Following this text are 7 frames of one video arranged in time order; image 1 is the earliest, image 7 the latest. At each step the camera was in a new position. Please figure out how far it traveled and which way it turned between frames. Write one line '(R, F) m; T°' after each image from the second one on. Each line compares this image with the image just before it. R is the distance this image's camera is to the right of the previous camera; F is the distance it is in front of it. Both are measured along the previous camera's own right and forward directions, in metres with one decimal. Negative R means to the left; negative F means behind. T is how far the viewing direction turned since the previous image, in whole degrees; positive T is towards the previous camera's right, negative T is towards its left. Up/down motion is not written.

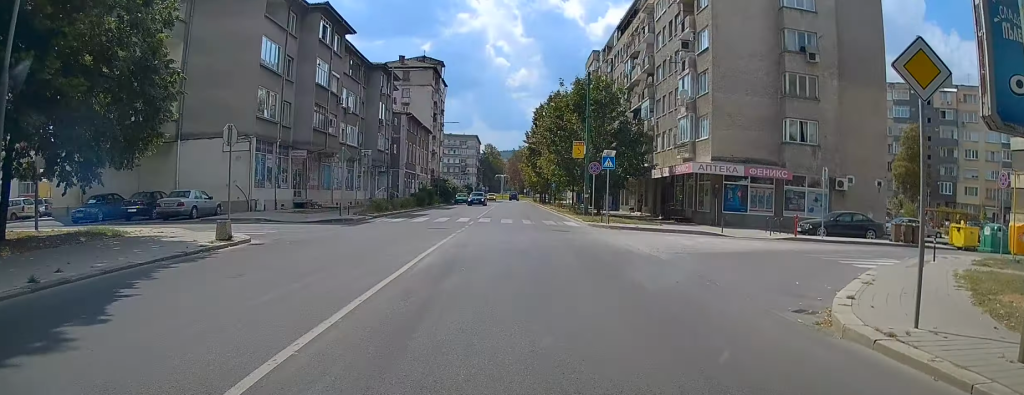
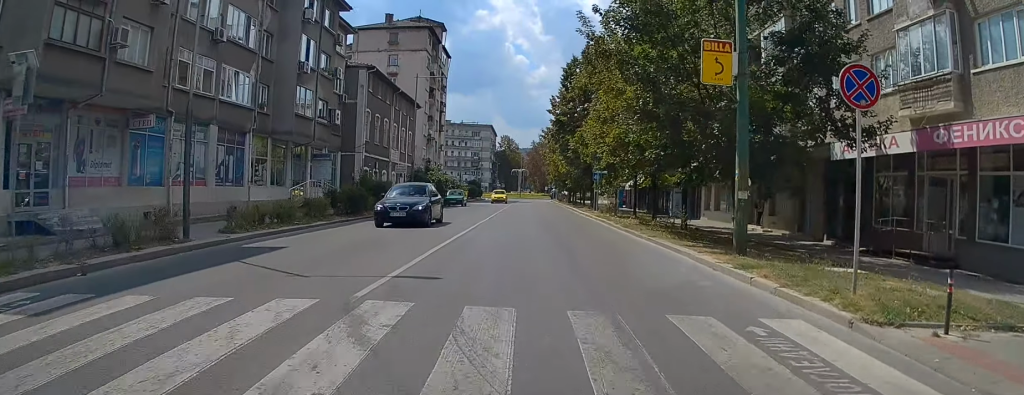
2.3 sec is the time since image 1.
(-1.3, +25.2) m; -3°
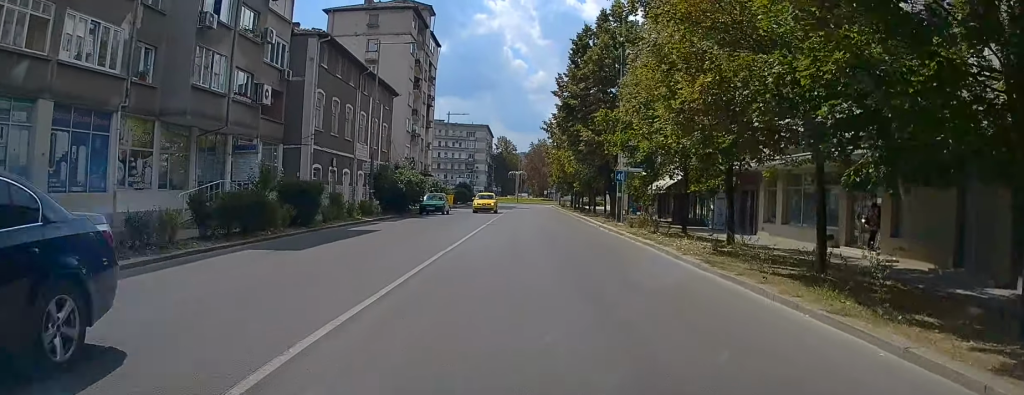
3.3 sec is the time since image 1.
(+0.1, +11.7) m; +1°
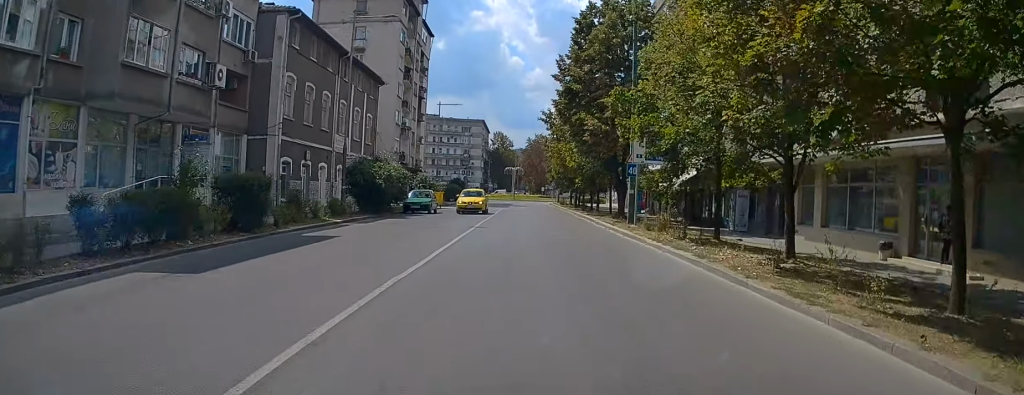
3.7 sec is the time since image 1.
(0.0, +4.7) m; 0°
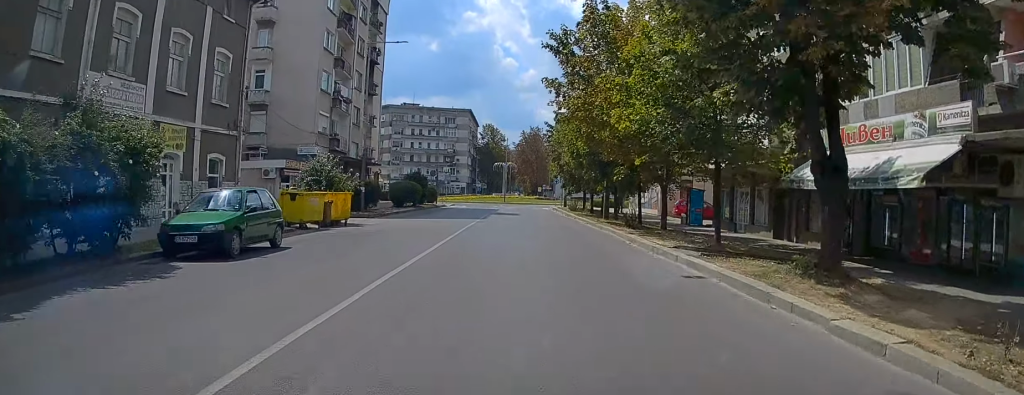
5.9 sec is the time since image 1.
(+0.2, +25.2) m; +2°
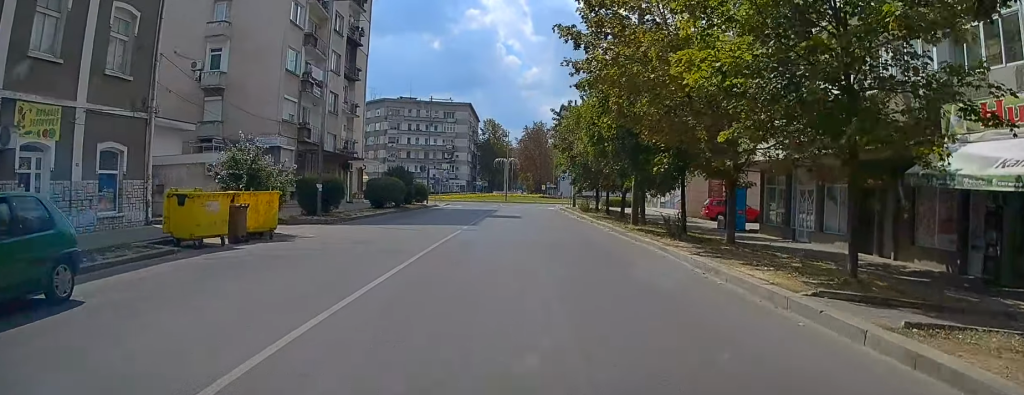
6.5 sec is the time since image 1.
(+0.1, +7.6) m; +1°
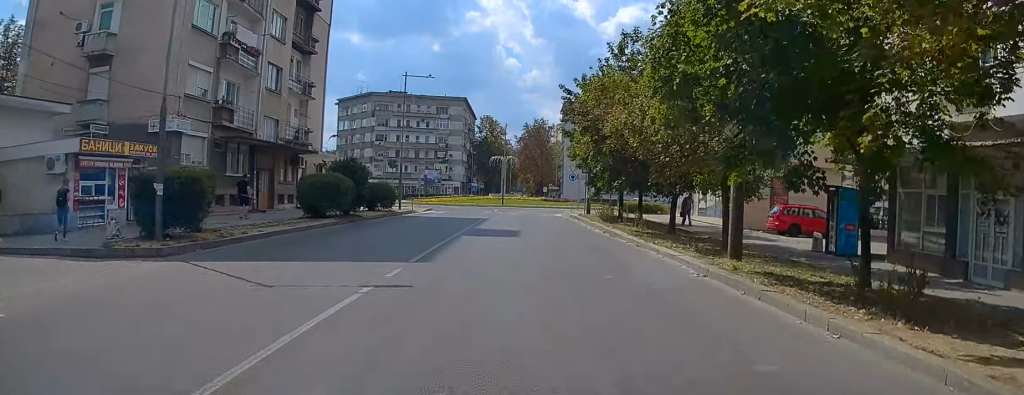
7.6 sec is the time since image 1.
(+0.1, +12.1) m; 0°
